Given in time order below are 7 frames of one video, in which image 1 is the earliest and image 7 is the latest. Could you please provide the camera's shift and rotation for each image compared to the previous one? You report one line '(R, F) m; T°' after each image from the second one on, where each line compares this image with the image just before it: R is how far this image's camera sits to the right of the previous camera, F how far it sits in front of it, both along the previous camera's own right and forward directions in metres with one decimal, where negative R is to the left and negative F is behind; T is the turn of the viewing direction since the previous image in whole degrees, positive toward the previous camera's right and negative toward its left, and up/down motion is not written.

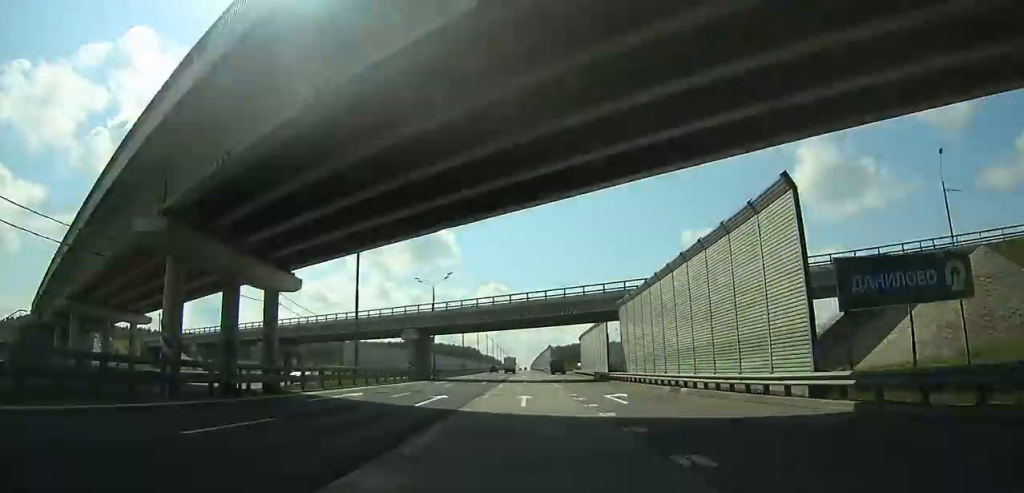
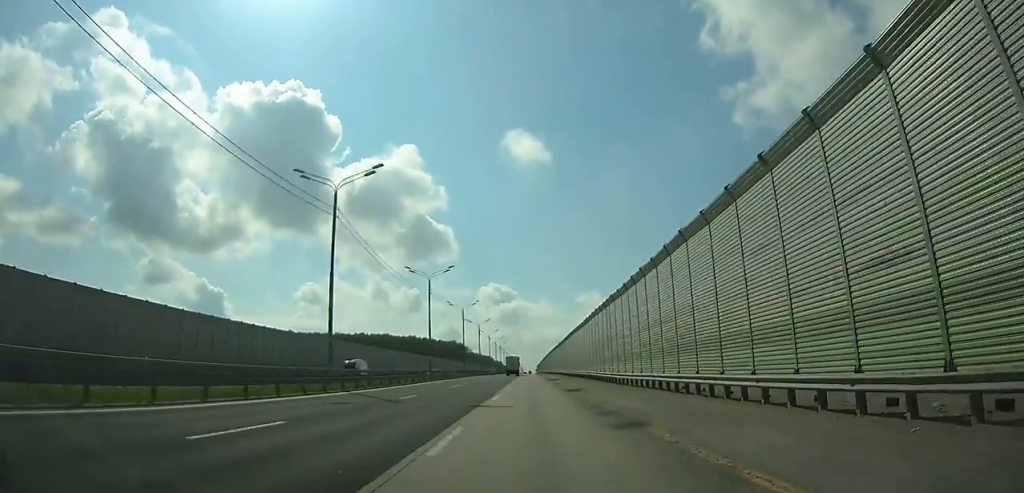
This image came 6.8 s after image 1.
(+0.3, +161.4) m; 0°
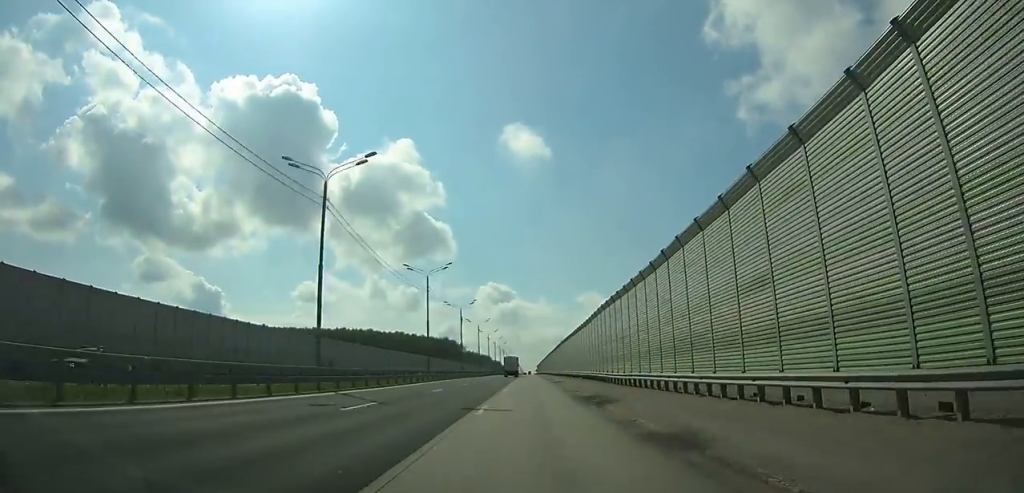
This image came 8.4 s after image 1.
(0.0, +40.1) m; 0°
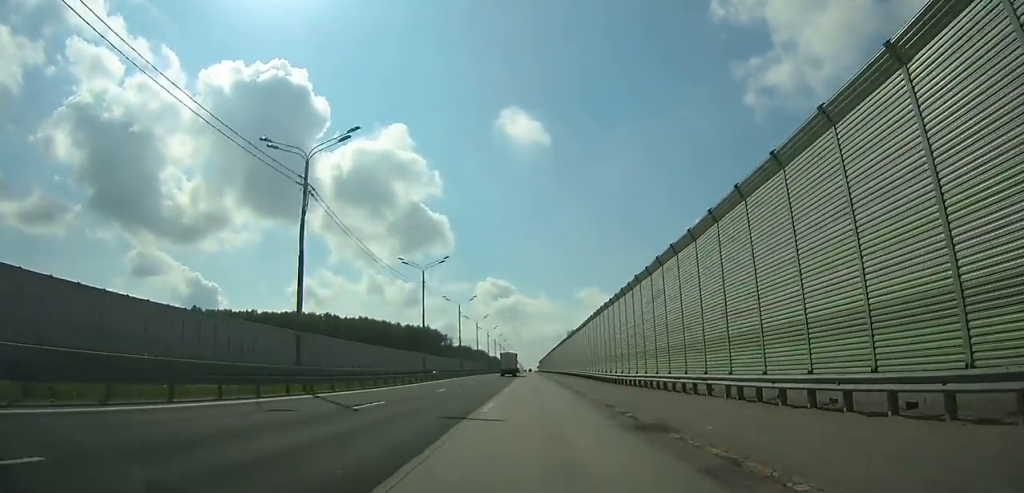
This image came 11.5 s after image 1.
(-0.1, +79.6) m; 0°
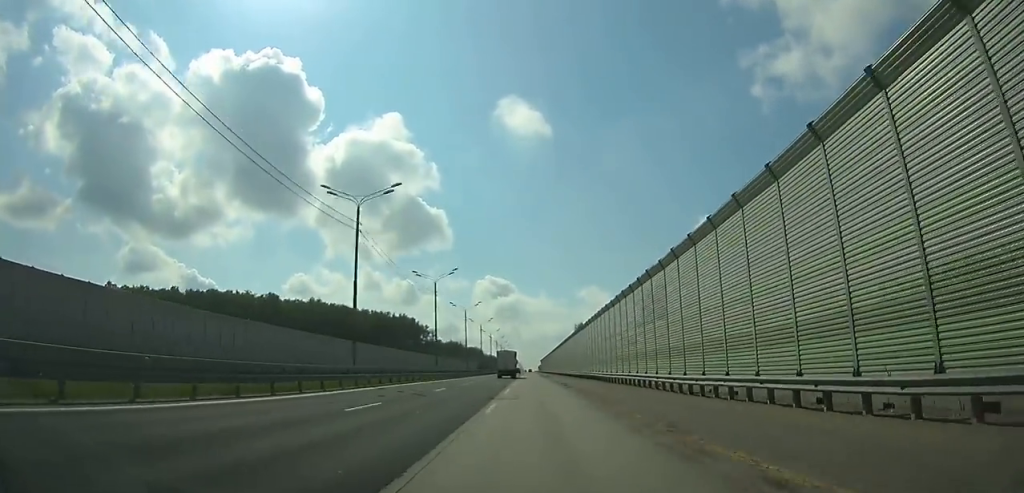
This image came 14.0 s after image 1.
(0.0, +65.7) m; 0°
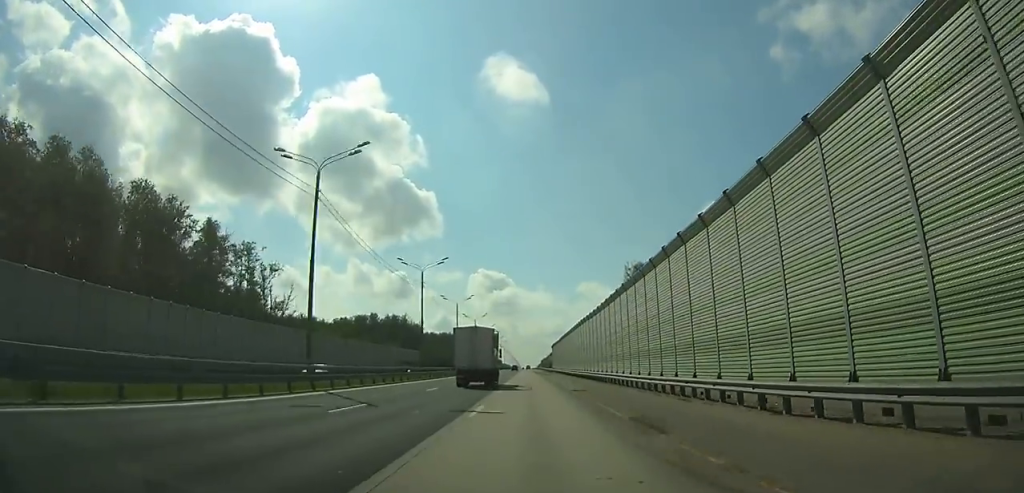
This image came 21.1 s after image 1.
(+0.1, +192.9) m; 0°
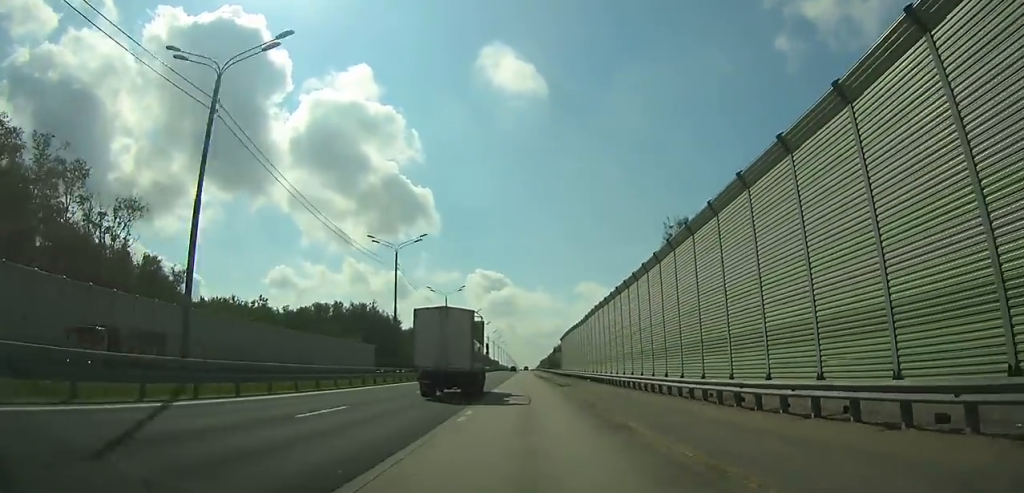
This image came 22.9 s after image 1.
(0.0, +49.7) m; 0°
